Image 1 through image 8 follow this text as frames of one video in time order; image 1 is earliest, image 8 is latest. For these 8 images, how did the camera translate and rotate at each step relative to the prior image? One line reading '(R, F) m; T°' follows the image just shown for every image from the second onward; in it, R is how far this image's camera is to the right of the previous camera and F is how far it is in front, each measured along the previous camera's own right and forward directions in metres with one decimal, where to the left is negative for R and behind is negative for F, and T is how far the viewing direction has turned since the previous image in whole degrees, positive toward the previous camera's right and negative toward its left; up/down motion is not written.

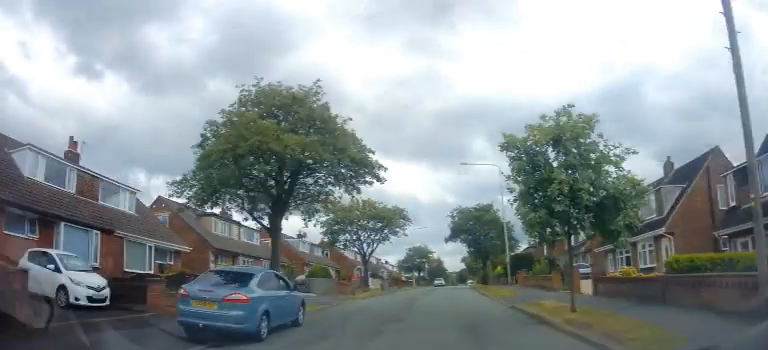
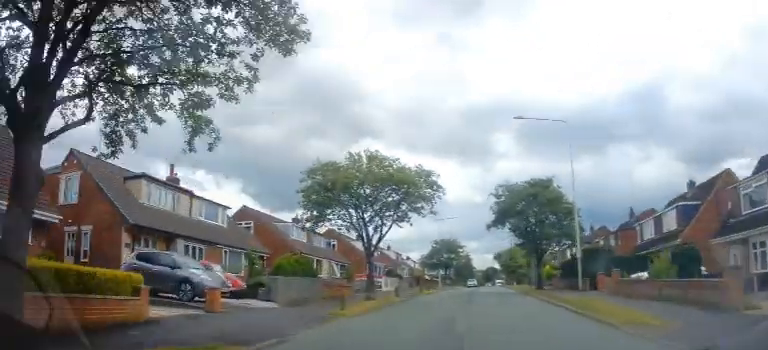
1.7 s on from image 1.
(-0.9, +11.9) m; -3°
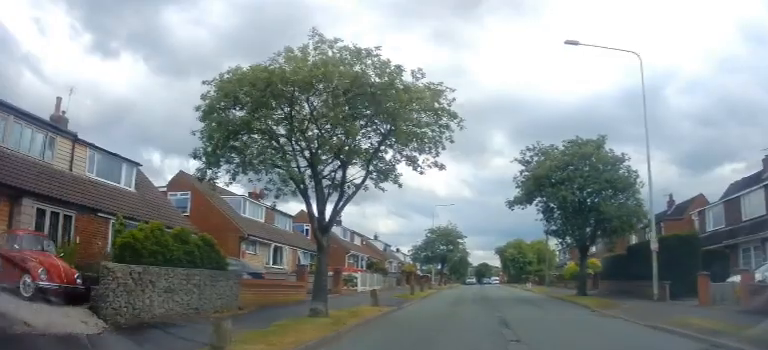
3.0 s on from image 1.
(+0.6, +9.8) m; +2°
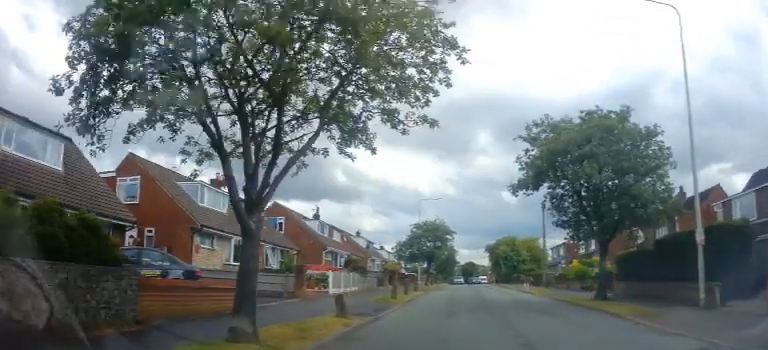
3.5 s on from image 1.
(-0.1, +4.2) m; -1°
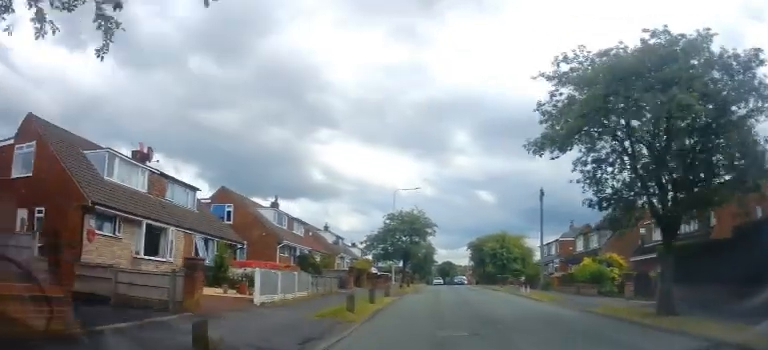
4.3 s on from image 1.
(0.0, +6.7) m; +1°
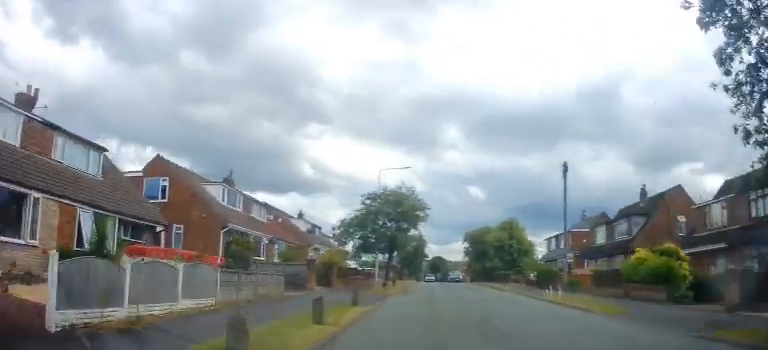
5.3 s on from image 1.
(+0.1, +7.9) m; +2°
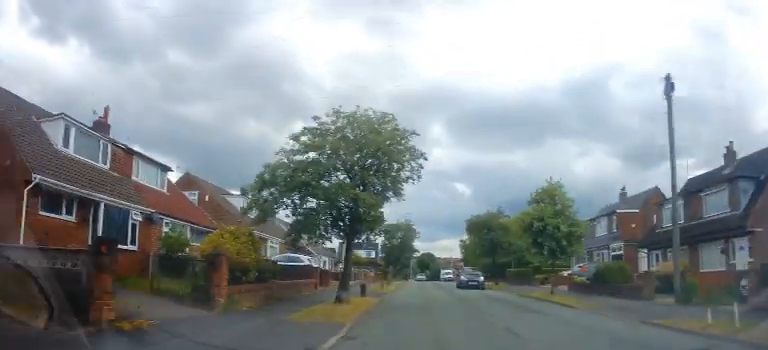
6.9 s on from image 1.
(+0.5, +13.8) m; +3°
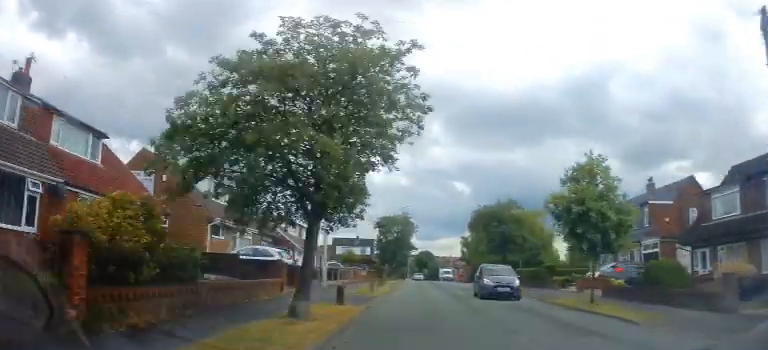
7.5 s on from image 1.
(+0.2, +5.4) m; -1°
